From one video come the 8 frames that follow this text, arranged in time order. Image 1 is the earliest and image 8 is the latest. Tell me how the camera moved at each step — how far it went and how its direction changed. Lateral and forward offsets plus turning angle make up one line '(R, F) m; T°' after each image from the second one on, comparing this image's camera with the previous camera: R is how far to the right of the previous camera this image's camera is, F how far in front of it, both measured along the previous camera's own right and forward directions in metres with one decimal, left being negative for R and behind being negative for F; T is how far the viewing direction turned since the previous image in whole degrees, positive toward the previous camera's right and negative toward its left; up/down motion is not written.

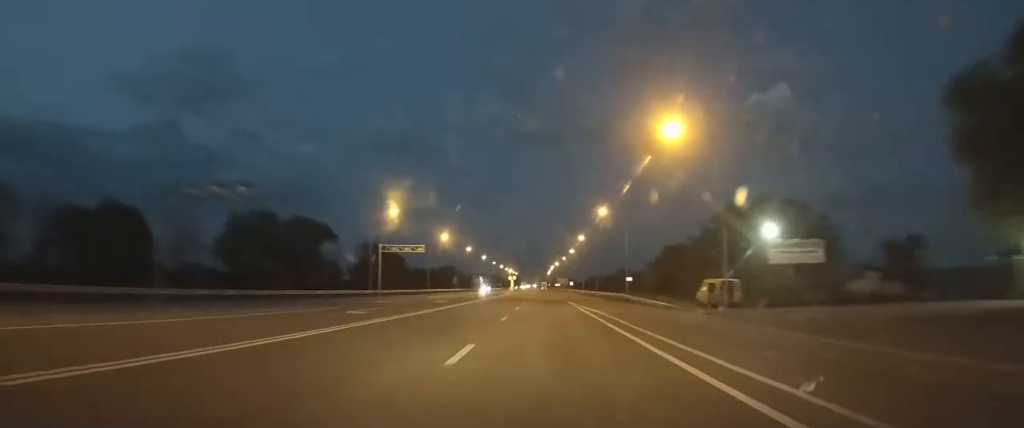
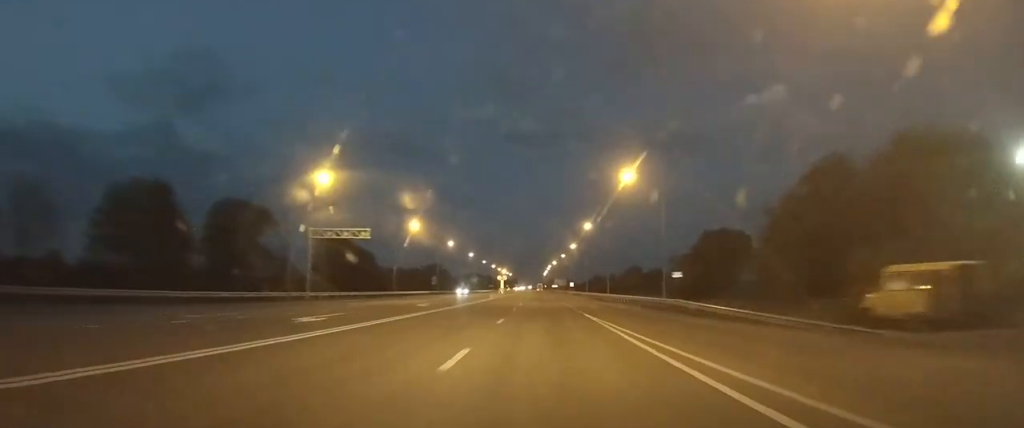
(0.0, +21.1) m; 0°
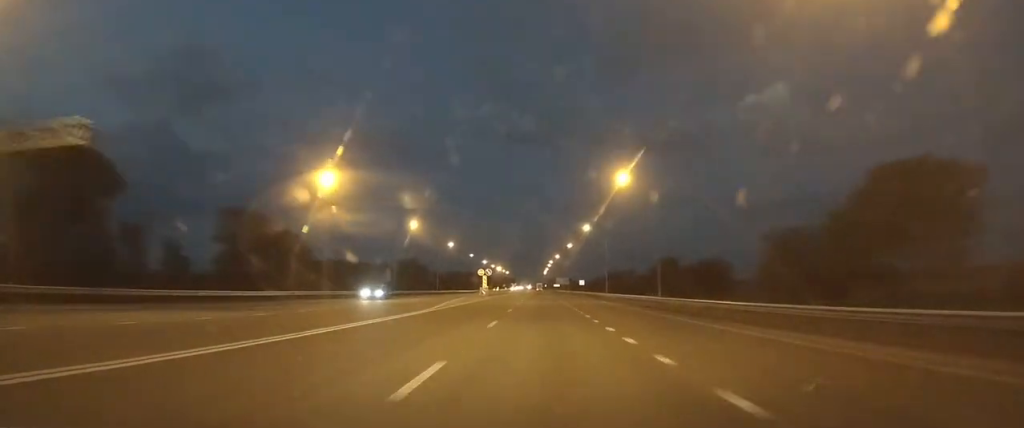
(0.0, +34.9) m; 0°
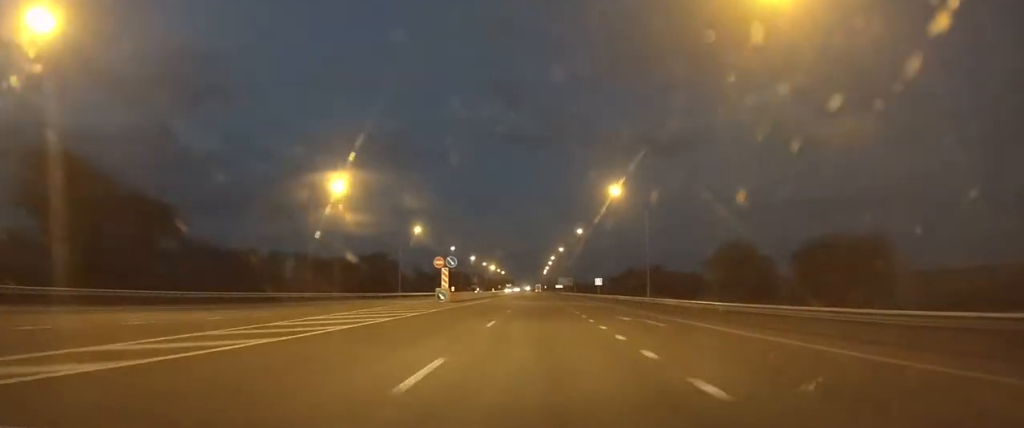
(0.0, +39.4) m; 0°
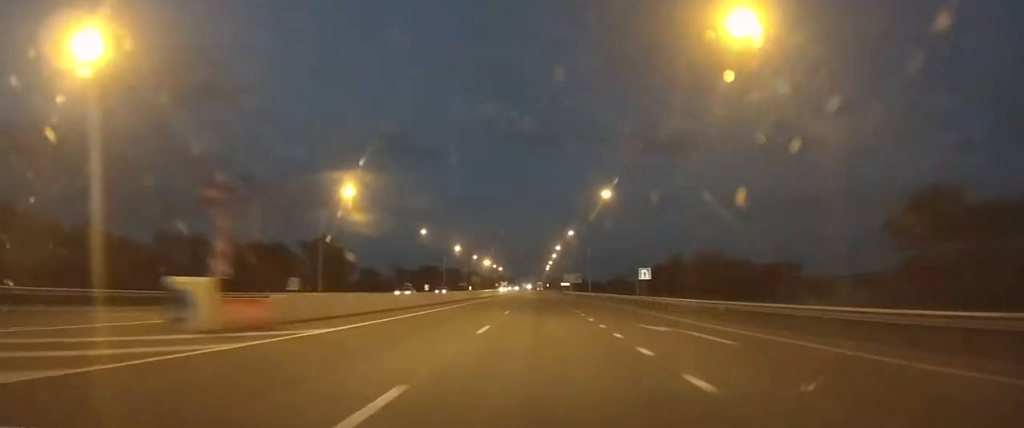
(+0.1, +40.5) m; 0°
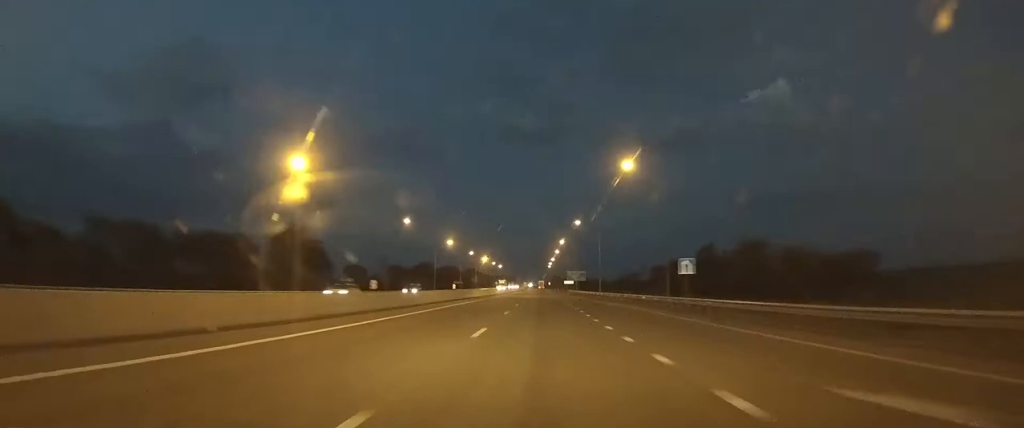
(0.0, +15.1) m; 0°
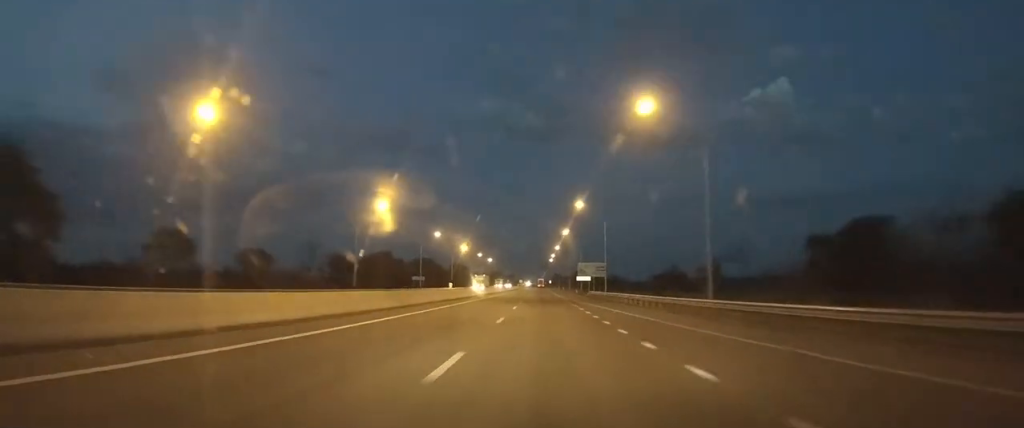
(-0.3, +57.5) m; -1°
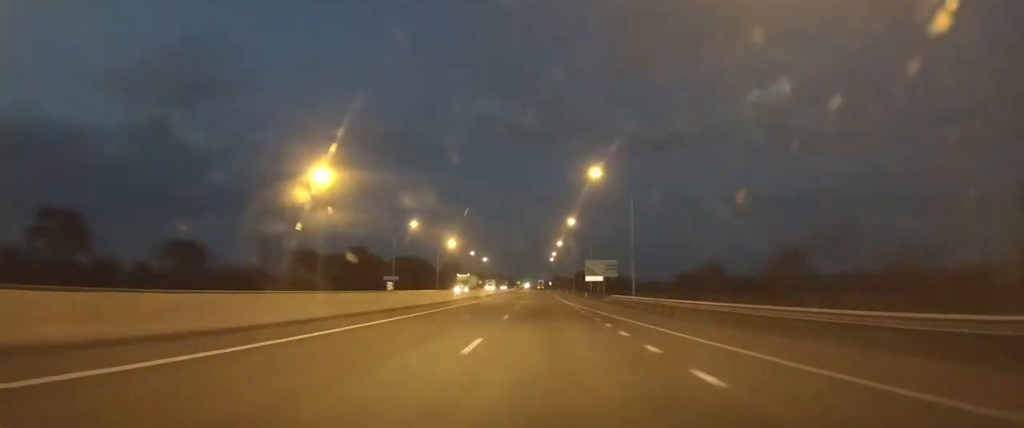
(0.0, +21.0) m; 0°
